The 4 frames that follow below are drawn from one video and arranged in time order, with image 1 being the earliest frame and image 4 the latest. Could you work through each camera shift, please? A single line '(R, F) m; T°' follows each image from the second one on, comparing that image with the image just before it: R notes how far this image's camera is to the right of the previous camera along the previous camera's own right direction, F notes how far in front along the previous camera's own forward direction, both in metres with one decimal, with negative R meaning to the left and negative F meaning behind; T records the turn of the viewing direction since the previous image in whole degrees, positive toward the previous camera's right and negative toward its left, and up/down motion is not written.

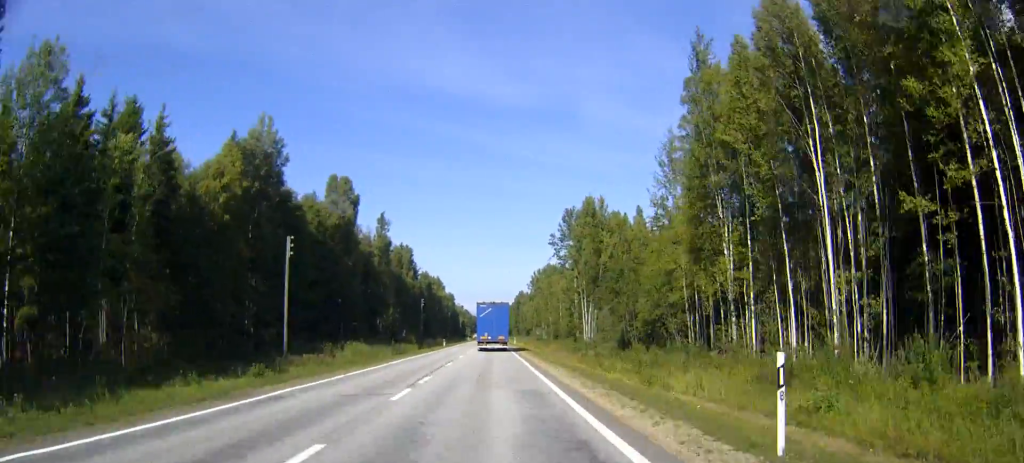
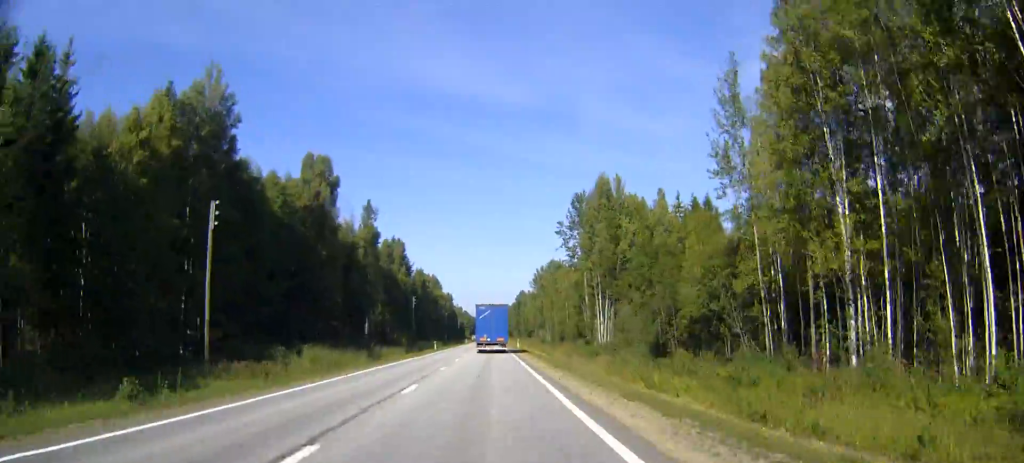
(0.0, +15.1) m; 0°
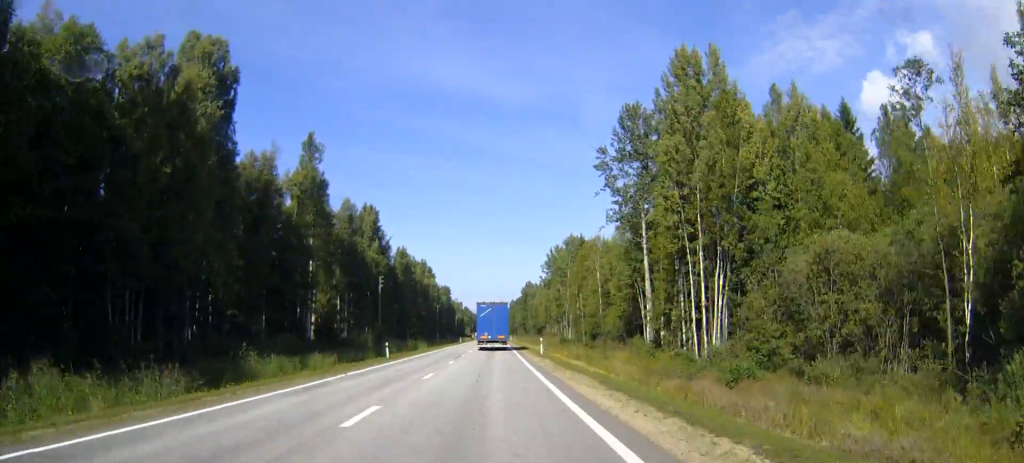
(+0.1, +43.1) m; 0°
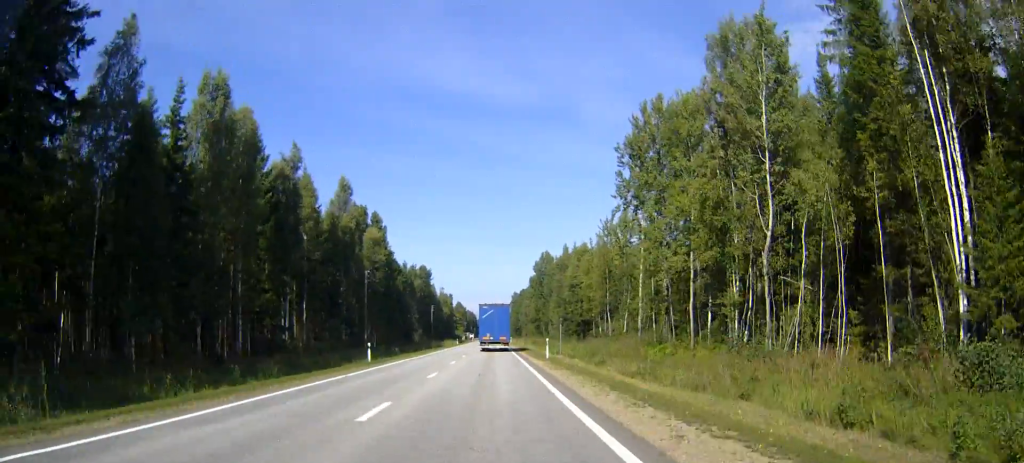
(+0.2, +106.7) m; 0°
